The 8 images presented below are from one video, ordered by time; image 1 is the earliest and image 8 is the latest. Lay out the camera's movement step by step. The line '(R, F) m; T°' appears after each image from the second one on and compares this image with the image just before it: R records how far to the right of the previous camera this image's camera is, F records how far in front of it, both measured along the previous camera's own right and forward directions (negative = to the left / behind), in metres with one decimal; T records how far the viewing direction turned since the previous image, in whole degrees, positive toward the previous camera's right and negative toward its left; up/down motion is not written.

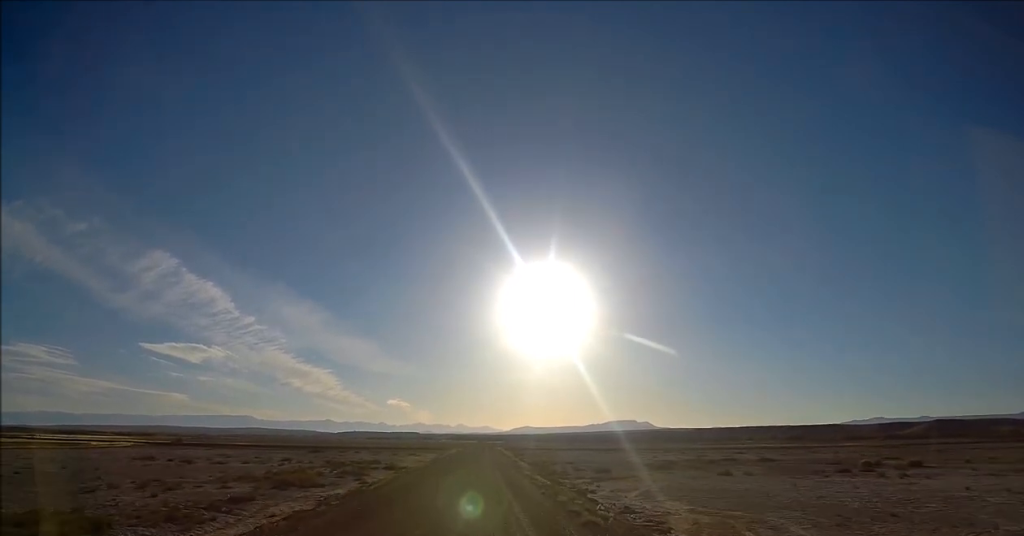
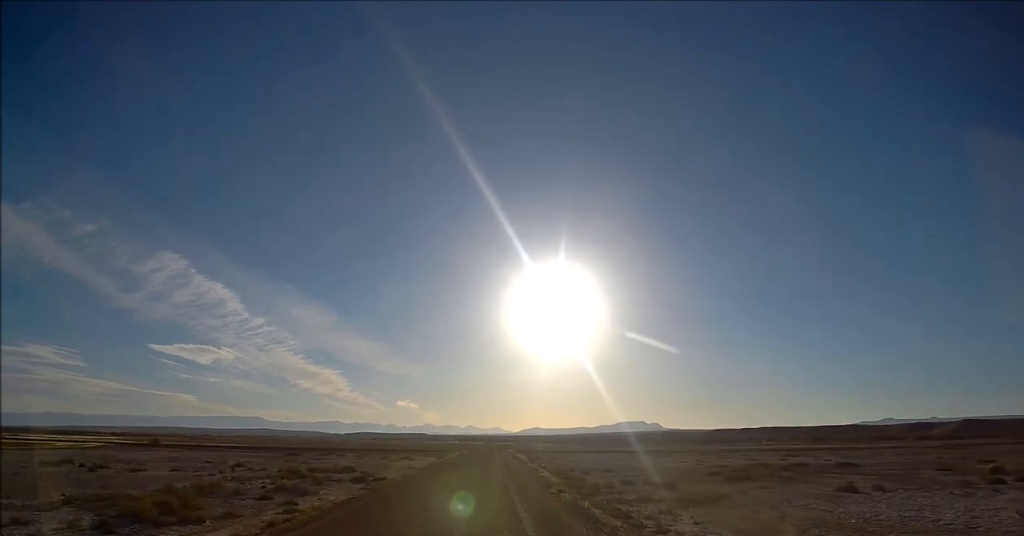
(-0.3, +20.8) m; -1°
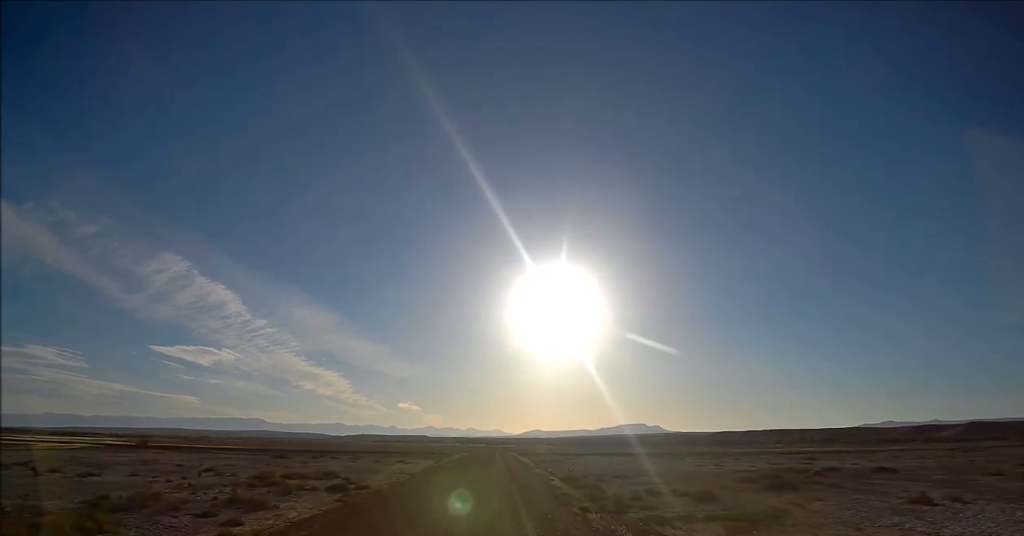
(+0.1, +7.4) m; 0°
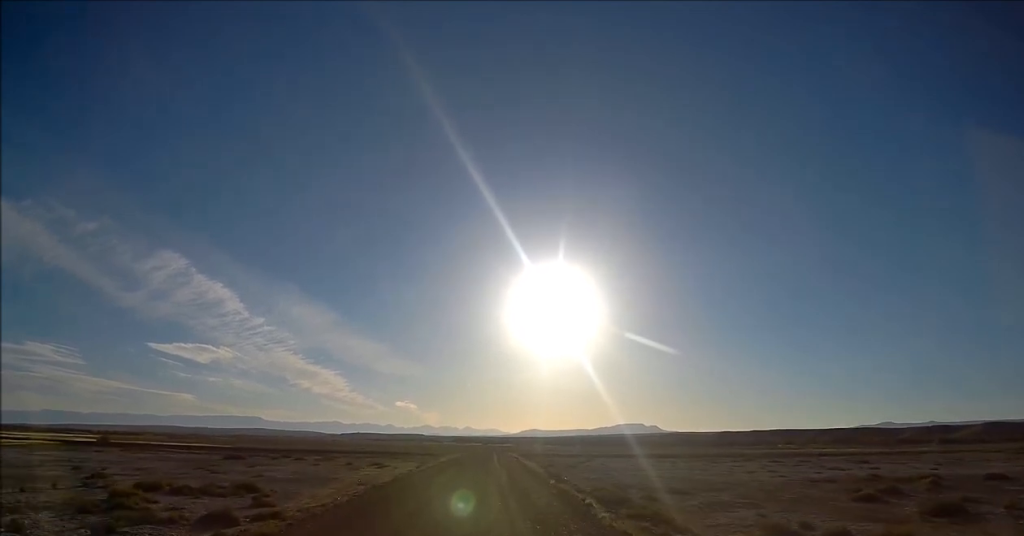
(-0.1, +18.5) m; 0°
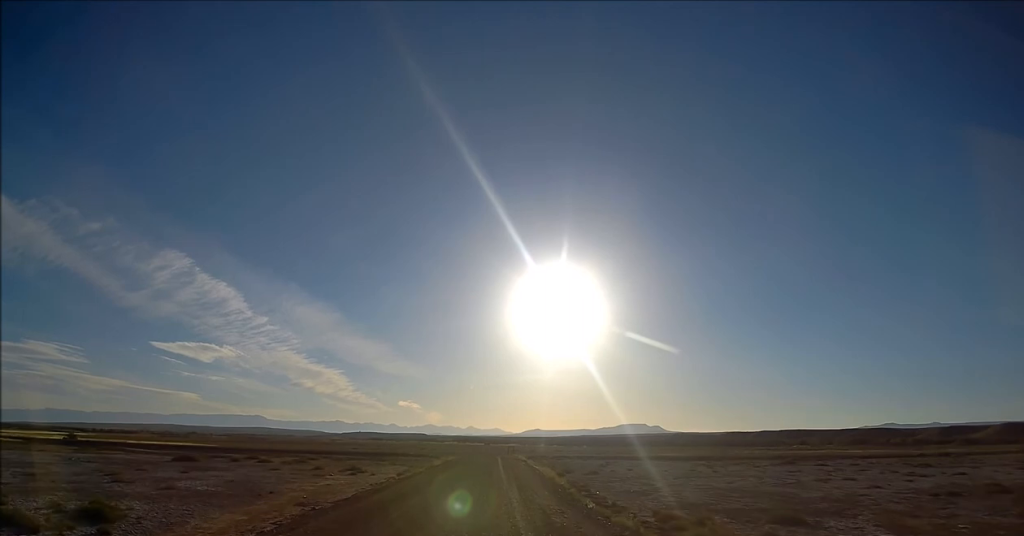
(+0.2, +16.3) m; 0°
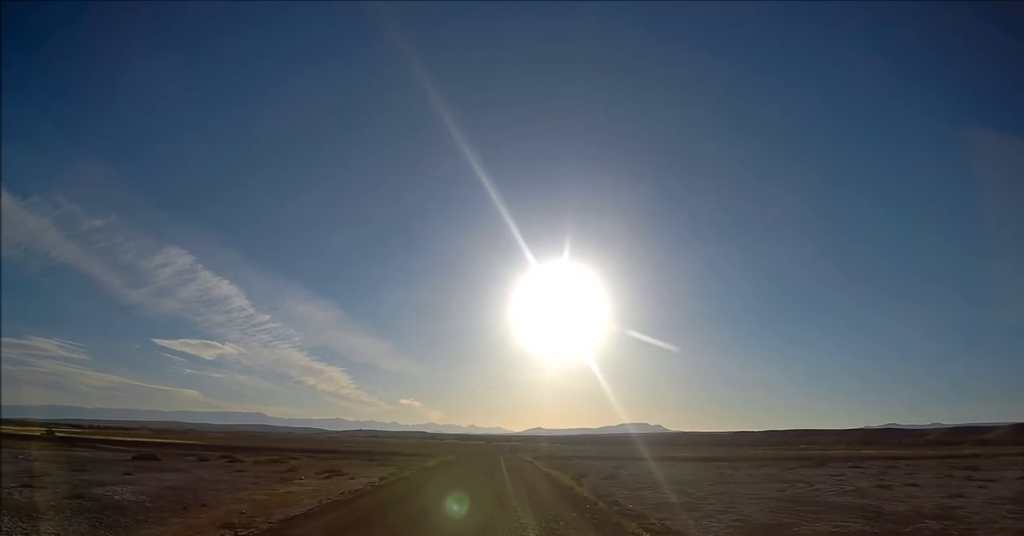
(-0.1, +9.0) m; -1°
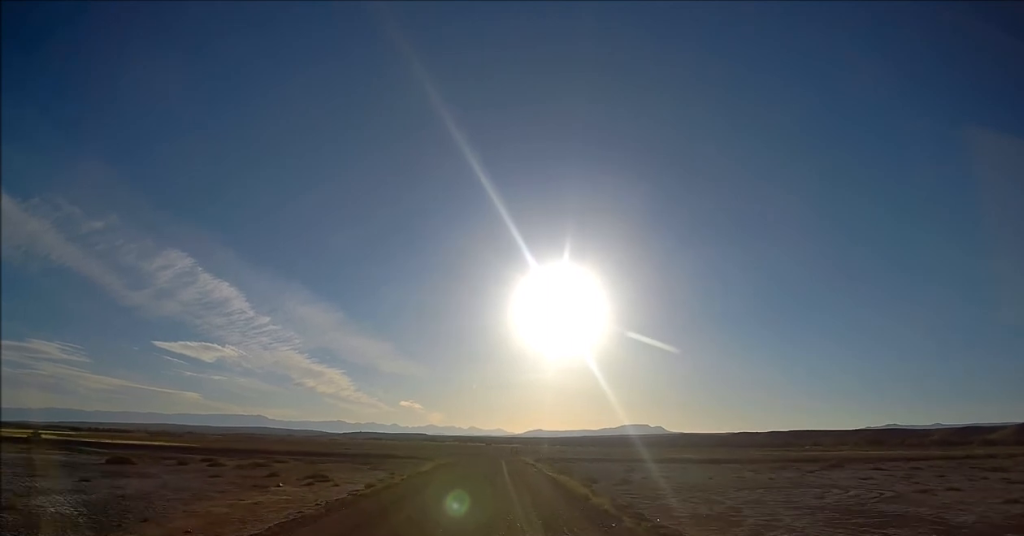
(-0.1, +5.0) m; 0°
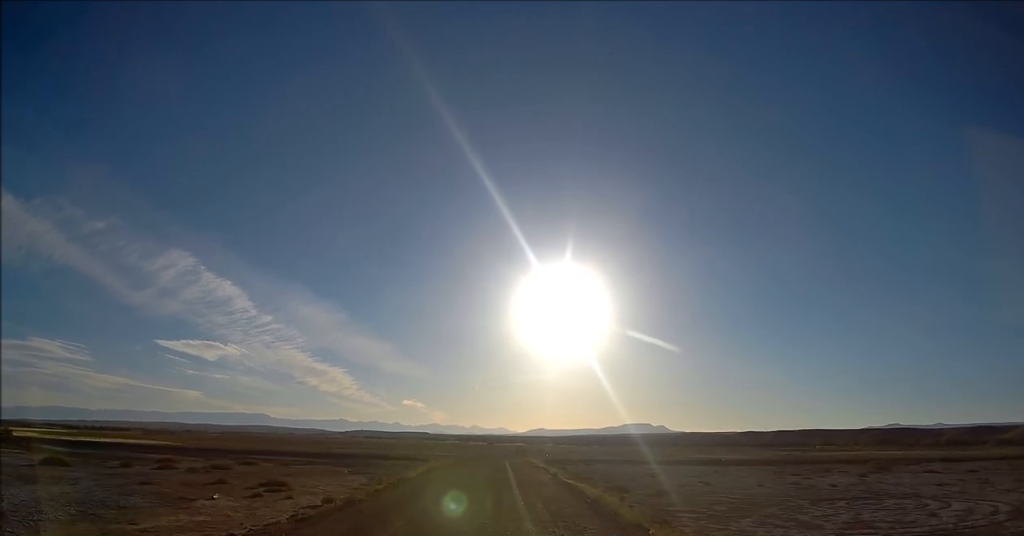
(0.0, +10.7) m; +1°
